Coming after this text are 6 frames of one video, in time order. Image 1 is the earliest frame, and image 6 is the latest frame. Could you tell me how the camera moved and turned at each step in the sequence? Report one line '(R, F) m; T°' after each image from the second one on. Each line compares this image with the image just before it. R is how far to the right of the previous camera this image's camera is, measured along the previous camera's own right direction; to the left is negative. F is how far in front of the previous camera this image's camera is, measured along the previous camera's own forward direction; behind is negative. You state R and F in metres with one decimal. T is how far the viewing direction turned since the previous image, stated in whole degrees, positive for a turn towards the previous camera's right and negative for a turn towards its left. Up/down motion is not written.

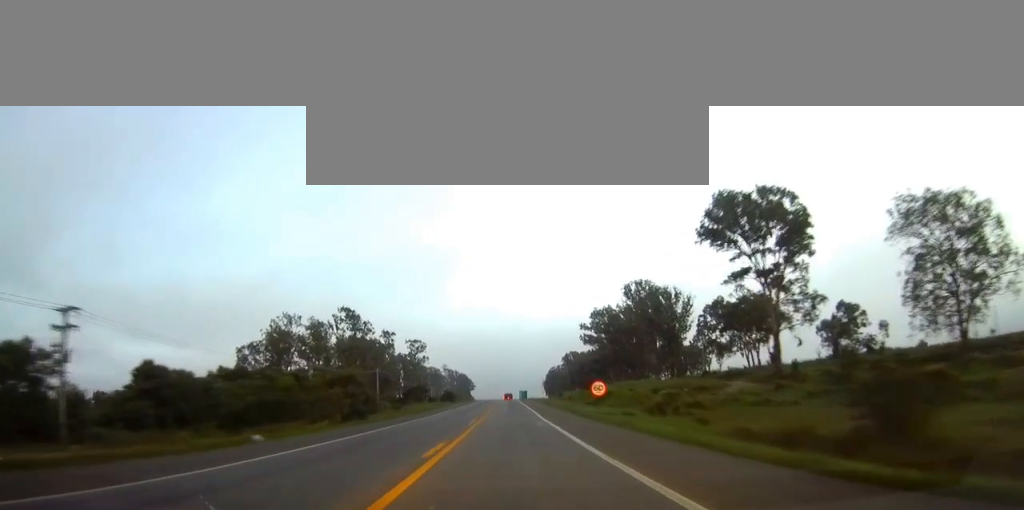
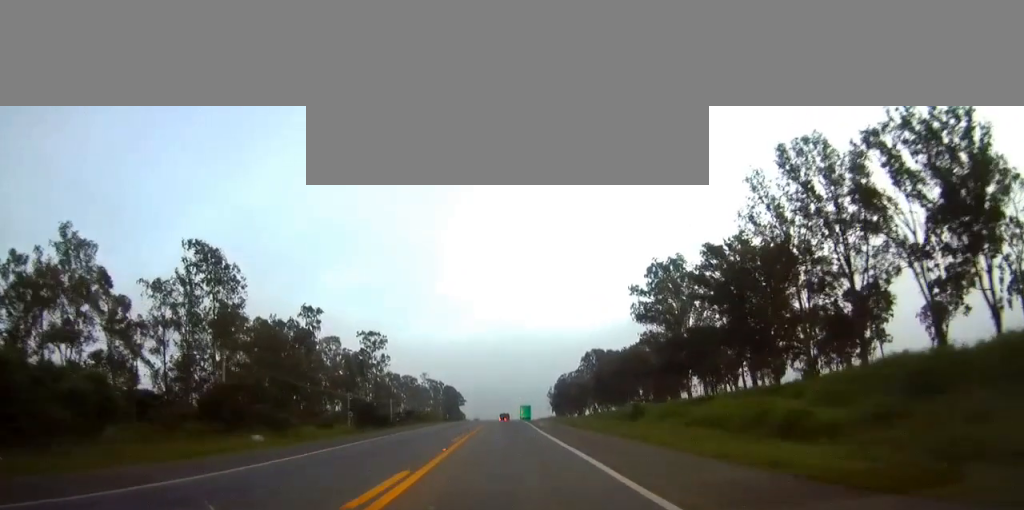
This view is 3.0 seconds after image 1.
(+0.3, +84.5) m; 0°
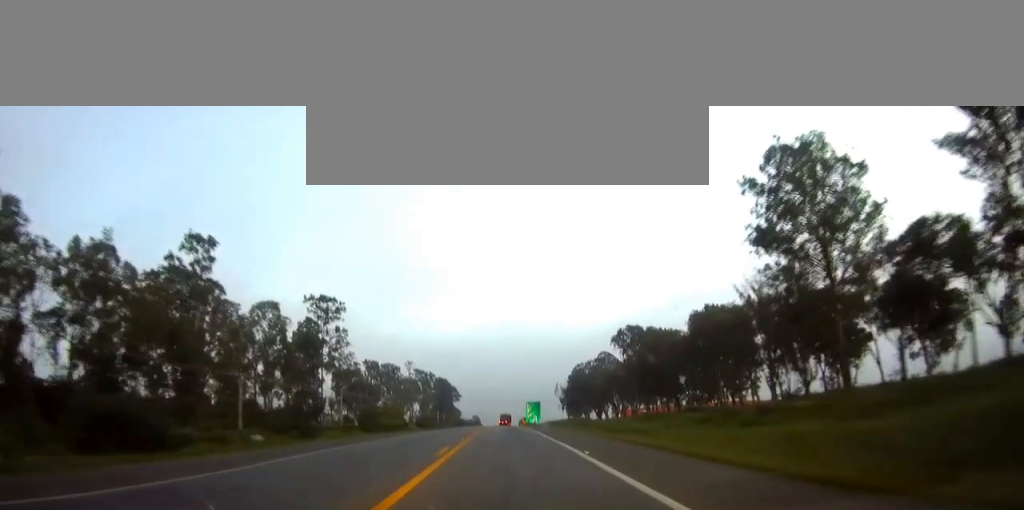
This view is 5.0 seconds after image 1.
(-0.1, +54.8) m; 0°
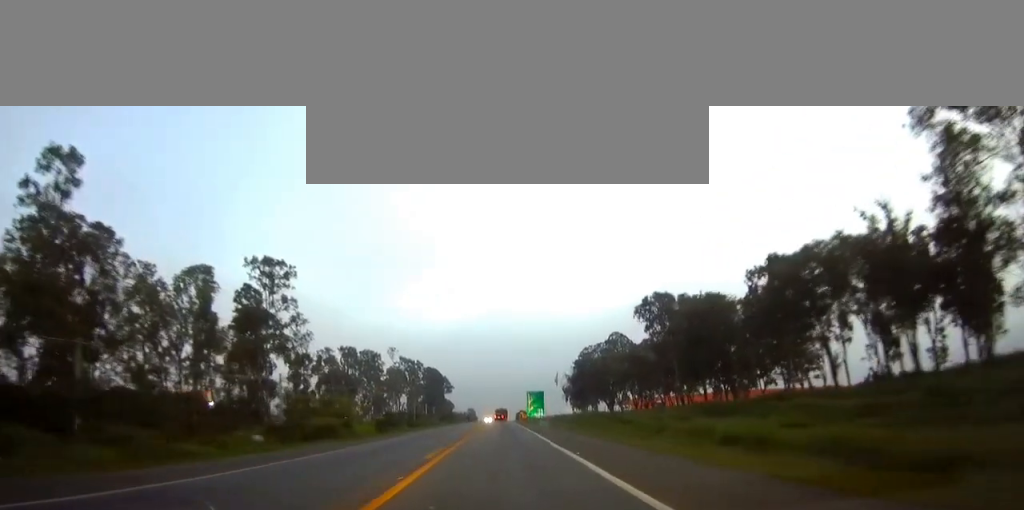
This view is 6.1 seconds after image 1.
(+0.2, +30.6) m; 0°
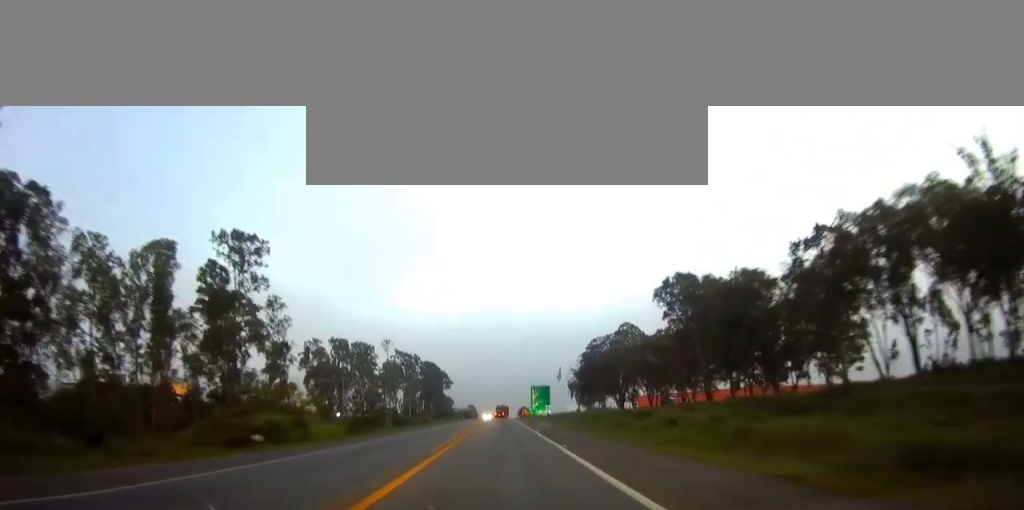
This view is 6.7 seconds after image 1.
(0.0, +15.2) m; 0°
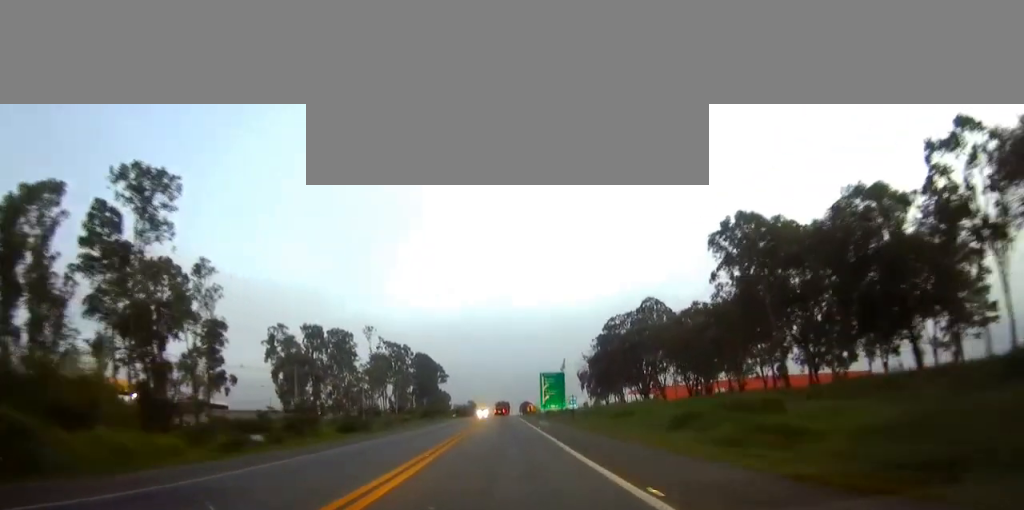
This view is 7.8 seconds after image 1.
(0.0, +29.3) m; 0°
